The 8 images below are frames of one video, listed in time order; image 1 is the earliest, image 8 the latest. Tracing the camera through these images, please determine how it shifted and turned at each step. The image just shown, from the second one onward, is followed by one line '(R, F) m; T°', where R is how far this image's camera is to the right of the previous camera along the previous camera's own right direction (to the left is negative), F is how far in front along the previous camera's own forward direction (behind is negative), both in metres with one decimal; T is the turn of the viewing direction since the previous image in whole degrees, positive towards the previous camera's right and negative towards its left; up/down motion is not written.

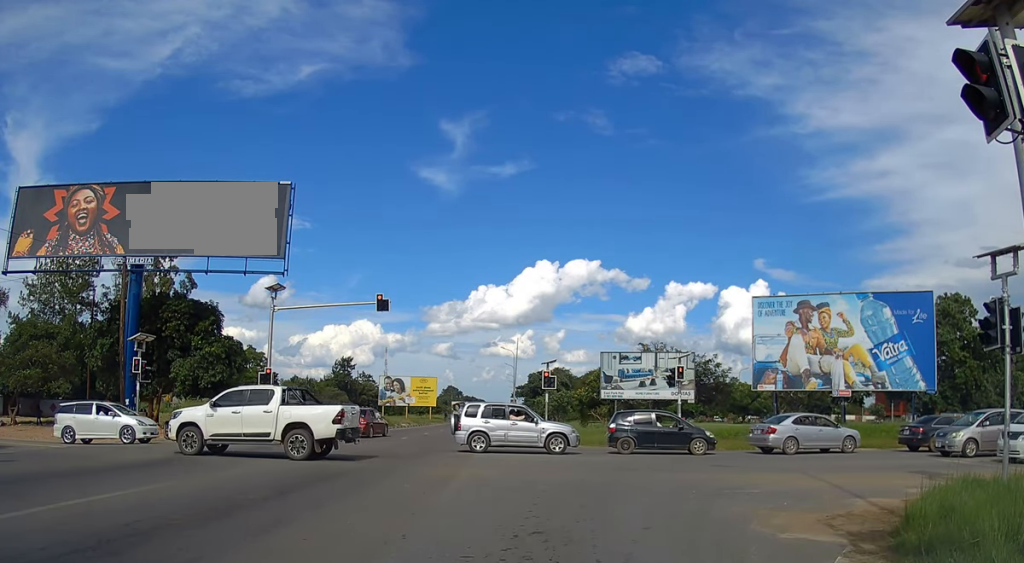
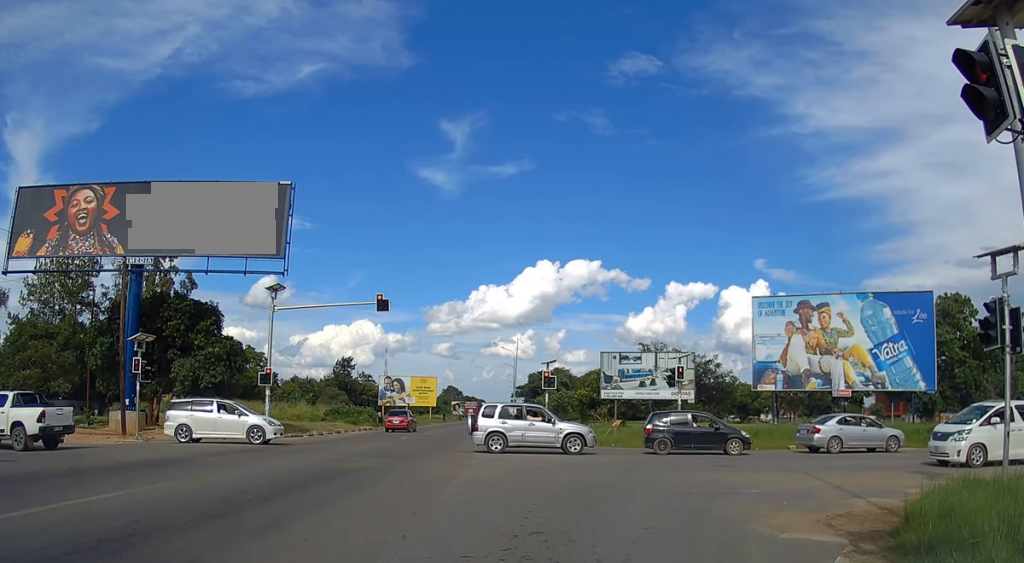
(0.0, 0.0) m; 0°
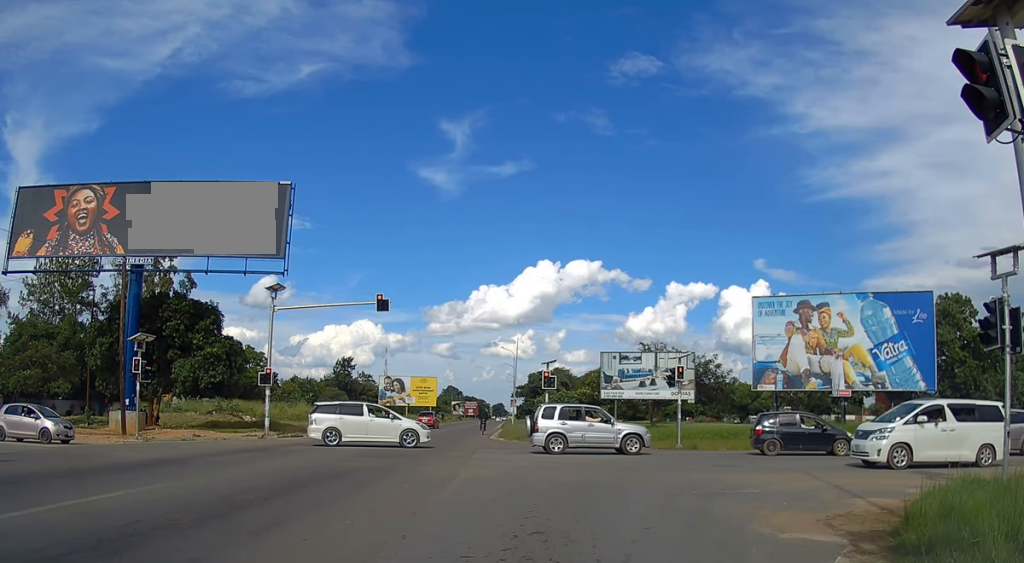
(0.0, 0.0) m; 0°
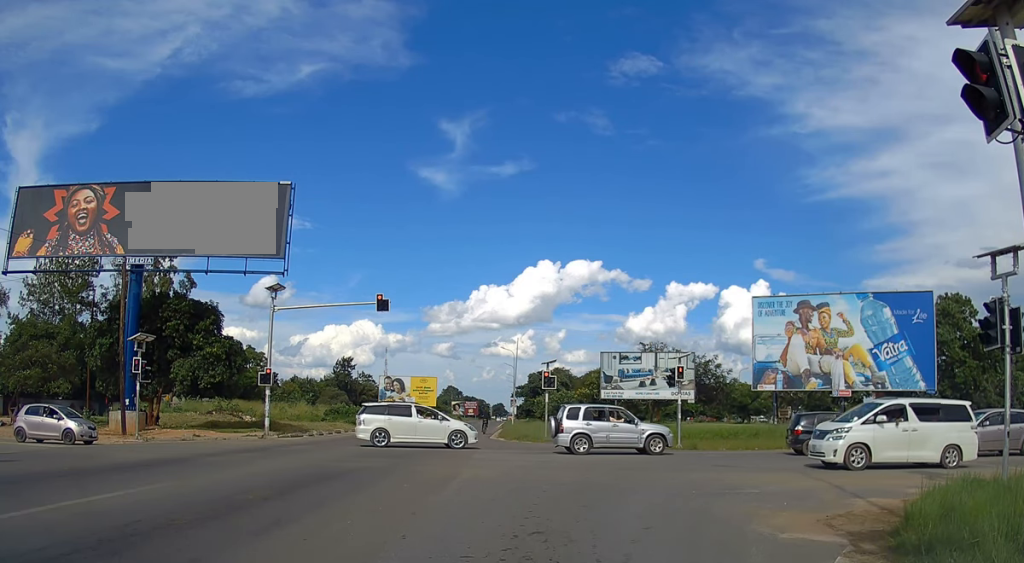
(0.0, 0.0) m; 0°
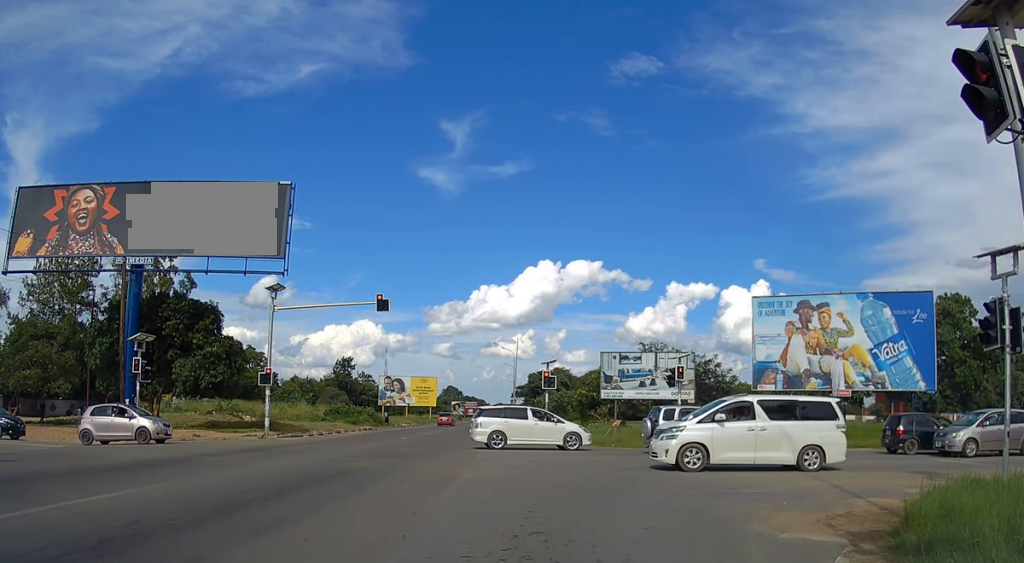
(0.0, 0.0) m; 0°
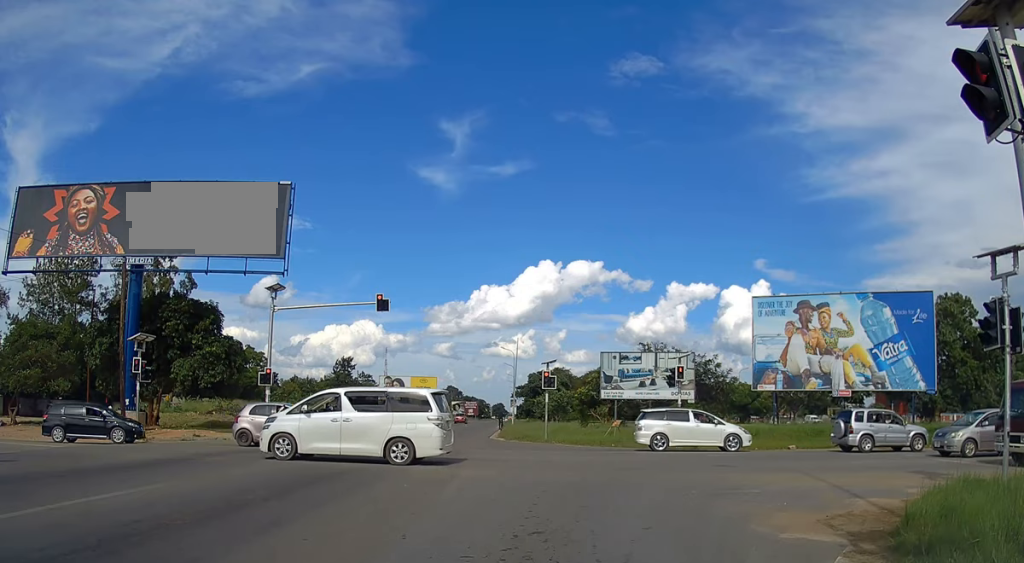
(0.0, 0.0) m; 0°
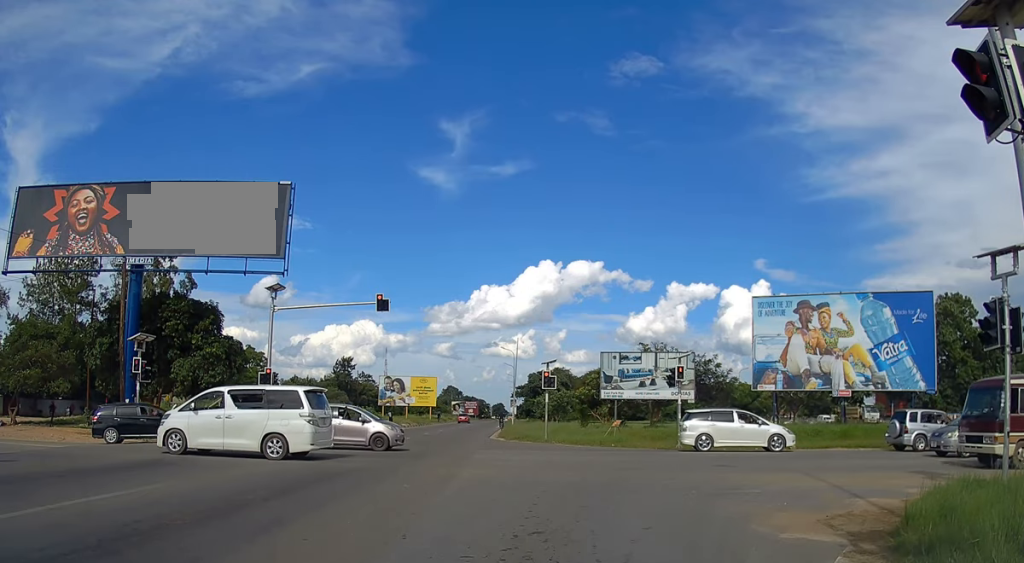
(0.0, 0.0) m; 0°
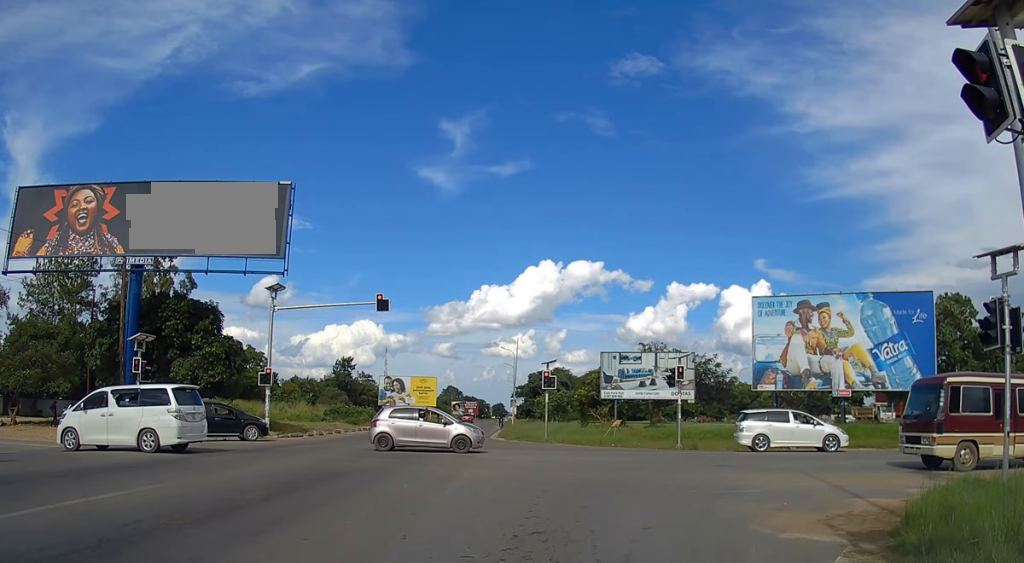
(0.0, 0.0) m; 0°
